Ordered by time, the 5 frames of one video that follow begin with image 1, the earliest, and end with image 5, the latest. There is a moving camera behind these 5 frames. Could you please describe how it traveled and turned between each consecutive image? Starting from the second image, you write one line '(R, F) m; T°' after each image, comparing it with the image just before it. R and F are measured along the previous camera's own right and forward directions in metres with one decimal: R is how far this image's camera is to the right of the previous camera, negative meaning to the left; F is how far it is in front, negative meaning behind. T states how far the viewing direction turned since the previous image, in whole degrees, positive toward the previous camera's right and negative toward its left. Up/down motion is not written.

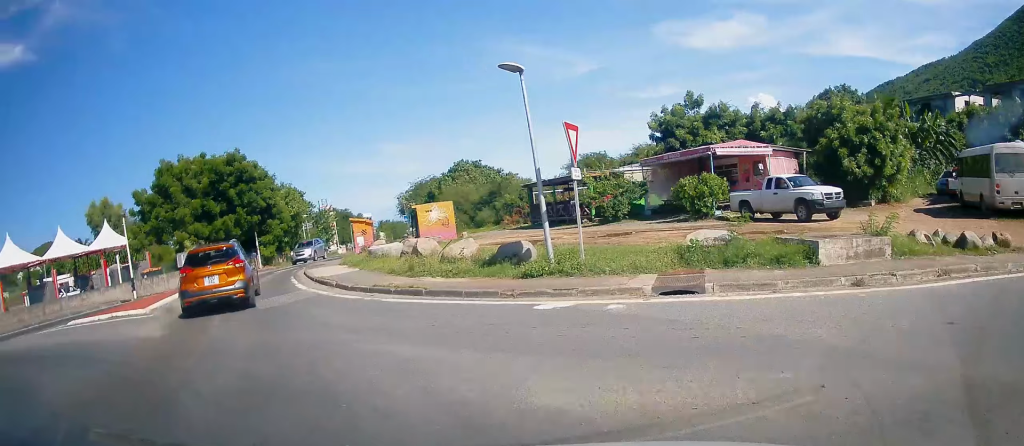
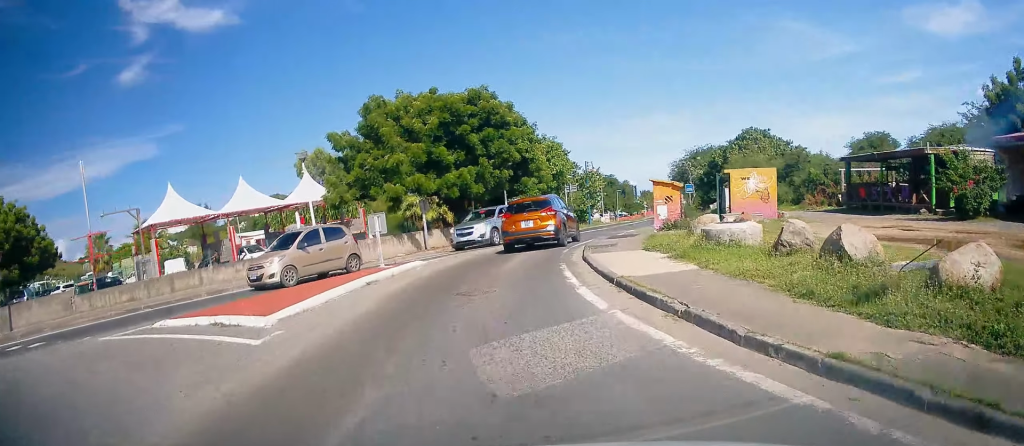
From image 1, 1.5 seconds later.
(-2.4, +7.9) m; -25°
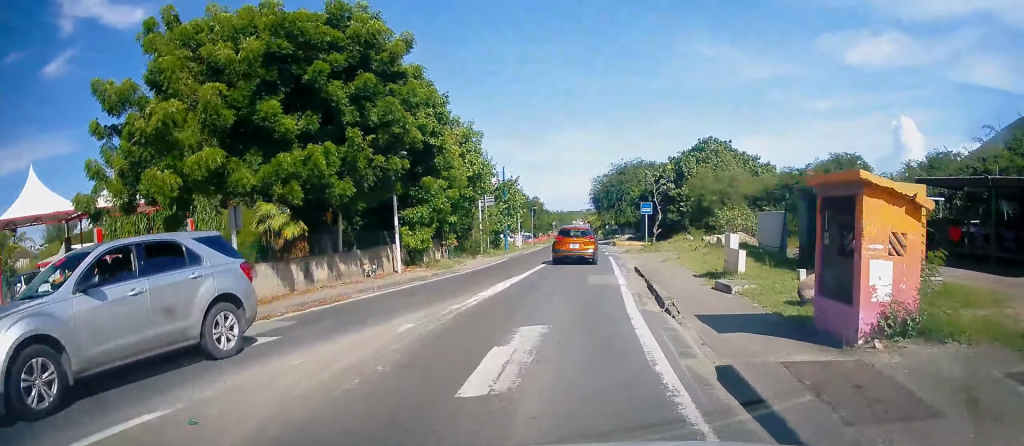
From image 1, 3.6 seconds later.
(+0.9, +13.2) m; +12°
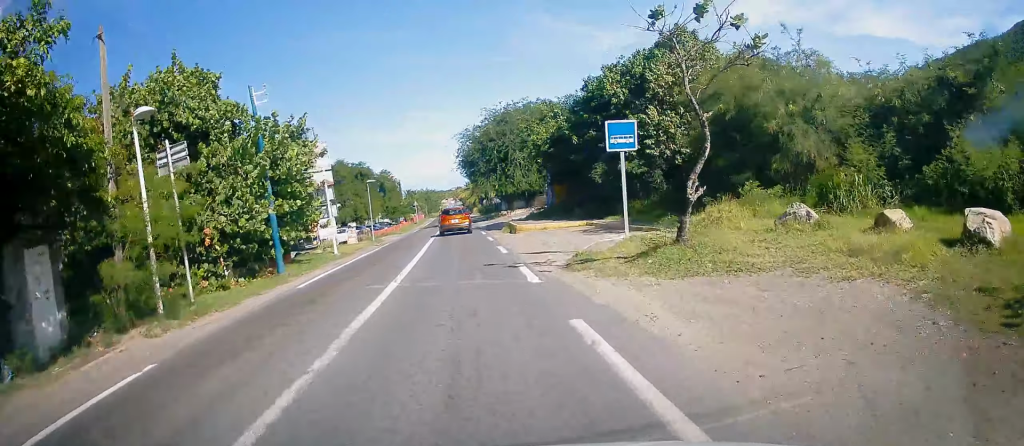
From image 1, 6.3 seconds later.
(+4.3, +22.9) m; +11°
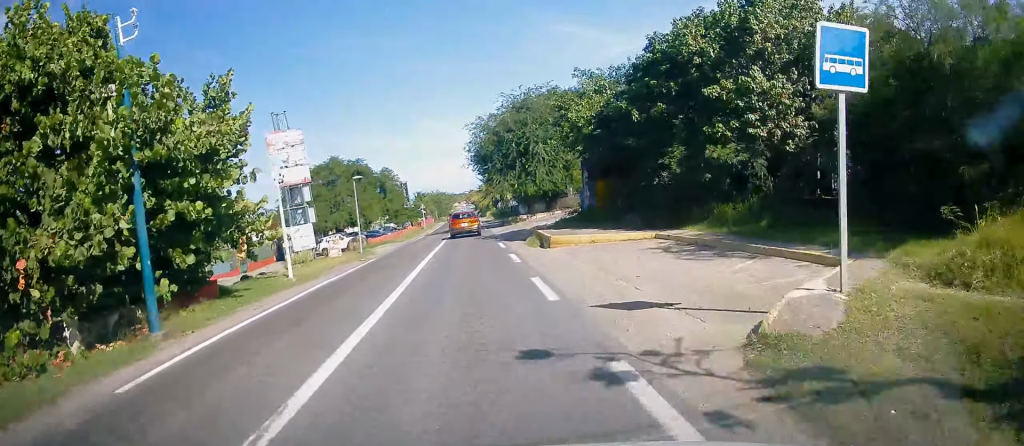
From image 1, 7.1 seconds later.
(0.0, +8.2) m; 0°
